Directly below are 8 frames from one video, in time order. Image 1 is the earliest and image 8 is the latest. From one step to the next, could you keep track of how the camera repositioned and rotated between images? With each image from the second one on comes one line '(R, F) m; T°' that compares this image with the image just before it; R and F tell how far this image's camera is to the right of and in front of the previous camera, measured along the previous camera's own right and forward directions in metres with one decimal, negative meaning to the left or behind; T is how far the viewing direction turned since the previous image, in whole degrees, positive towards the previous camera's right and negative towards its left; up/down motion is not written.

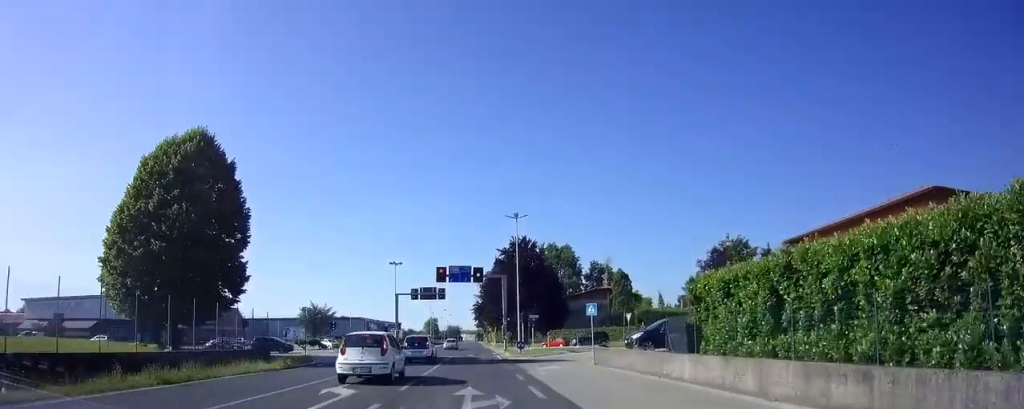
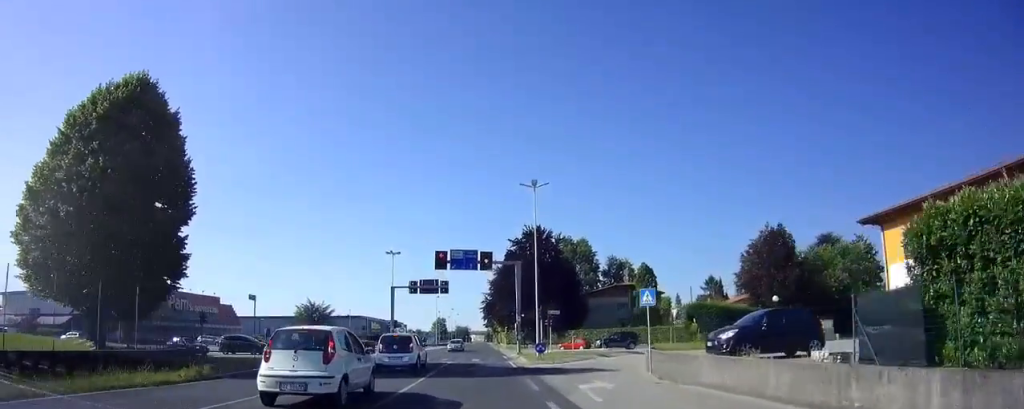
(-0.1, +8.4) m; 0°
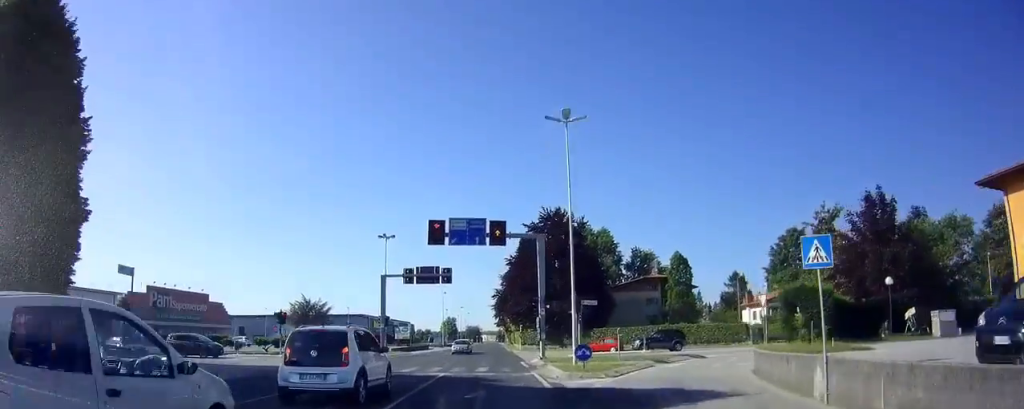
(0.0, +10.0) m; 0°
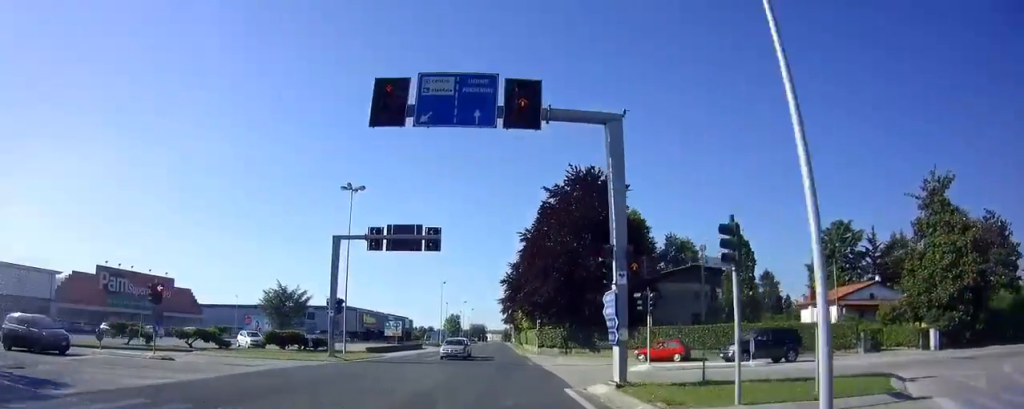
(+0.1, +15.6) m; +1°
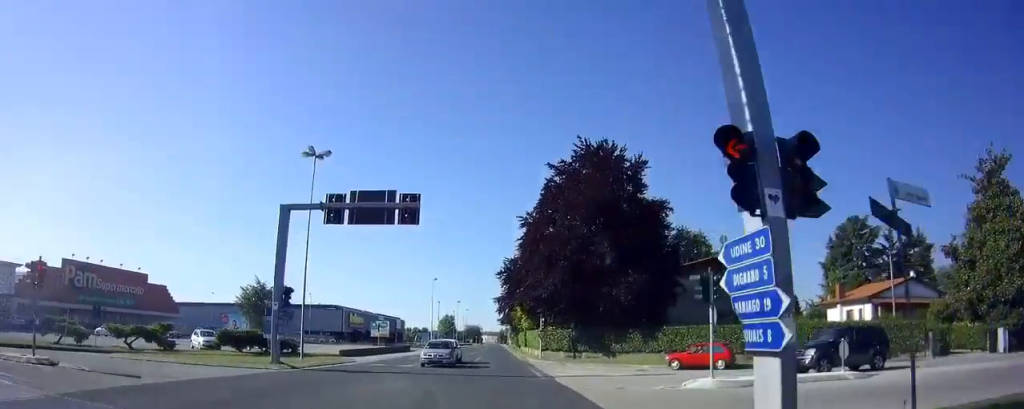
(+0.1, +7.6) m; 0°
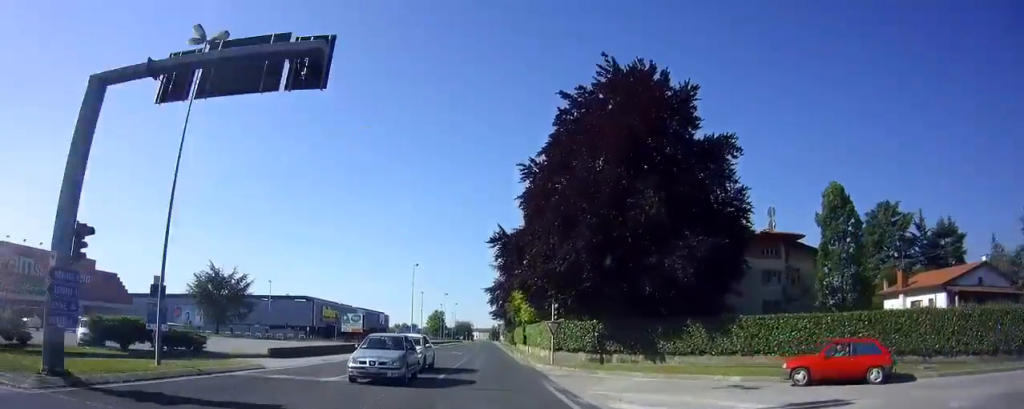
(-0.1, +12.2) m; 0°
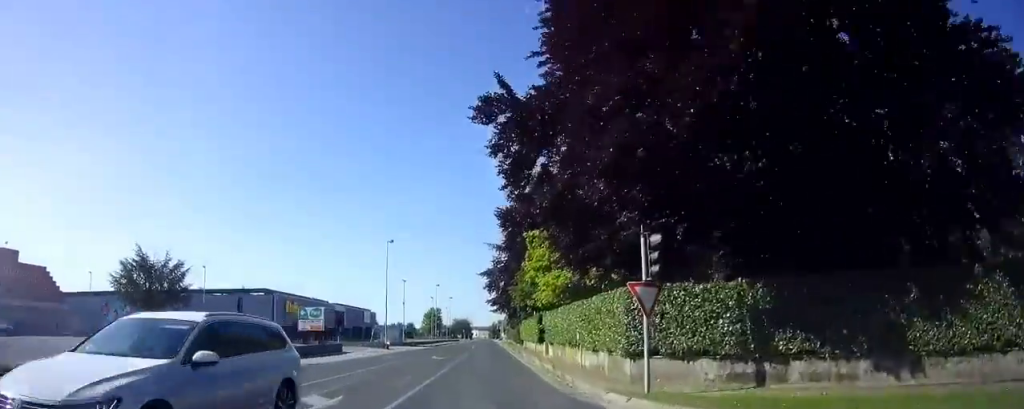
(-0.1, +16.5) m; 0°
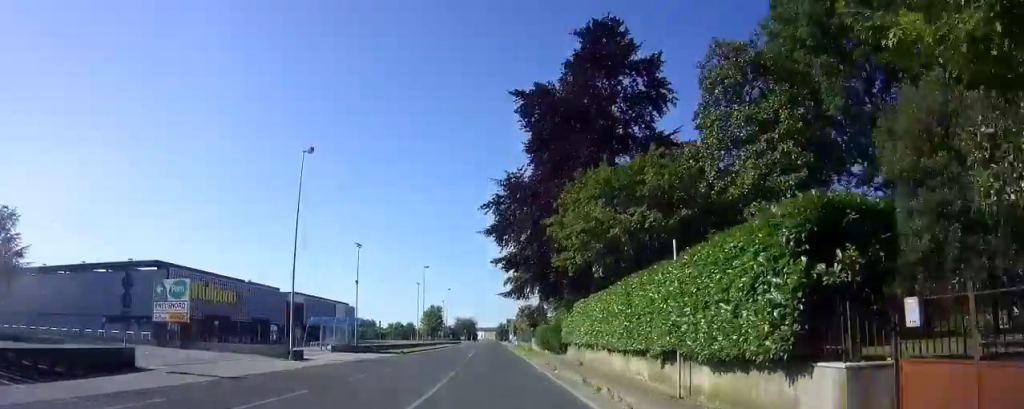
(0.0, +27.7) m; 0°
